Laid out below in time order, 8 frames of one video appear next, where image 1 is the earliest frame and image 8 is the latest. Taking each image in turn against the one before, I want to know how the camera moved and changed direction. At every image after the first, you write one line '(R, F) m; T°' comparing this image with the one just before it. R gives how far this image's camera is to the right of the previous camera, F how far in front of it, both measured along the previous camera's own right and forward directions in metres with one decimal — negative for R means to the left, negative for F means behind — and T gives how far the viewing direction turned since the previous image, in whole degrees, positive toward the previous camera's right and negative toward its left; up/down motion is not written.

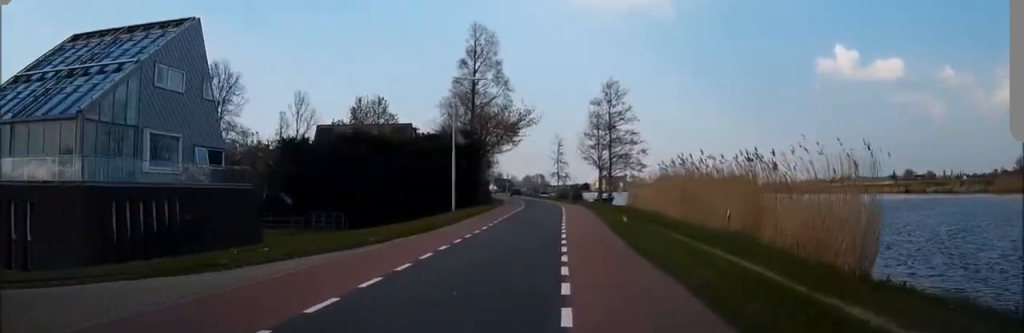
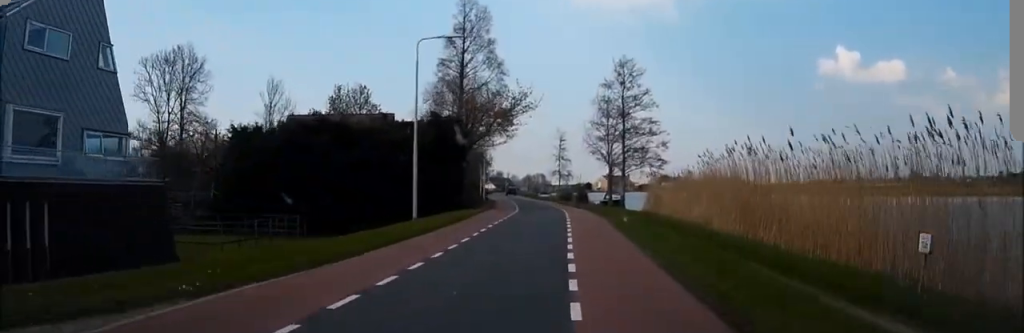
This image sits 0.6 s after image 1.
(0.0, +9.4) m; 0°
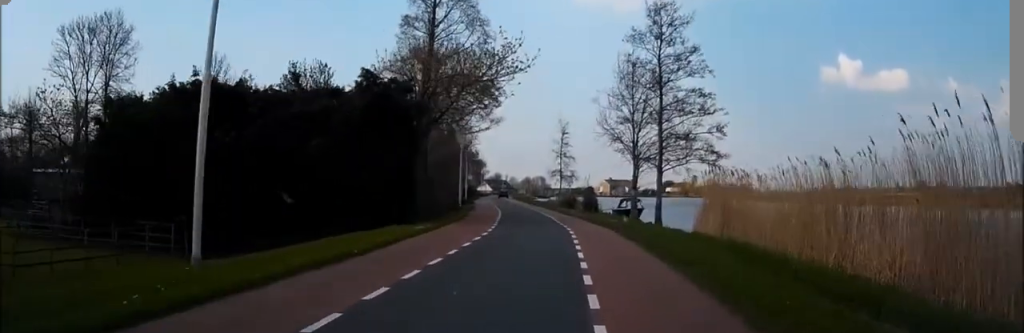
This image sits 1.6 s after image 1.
(-0.1, +15.0) m; 0°
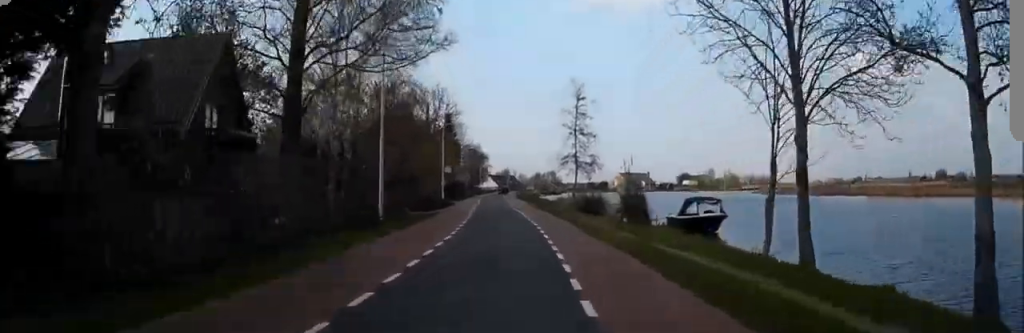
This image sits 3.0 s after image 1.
(-0.1, +21.3) m; -1°
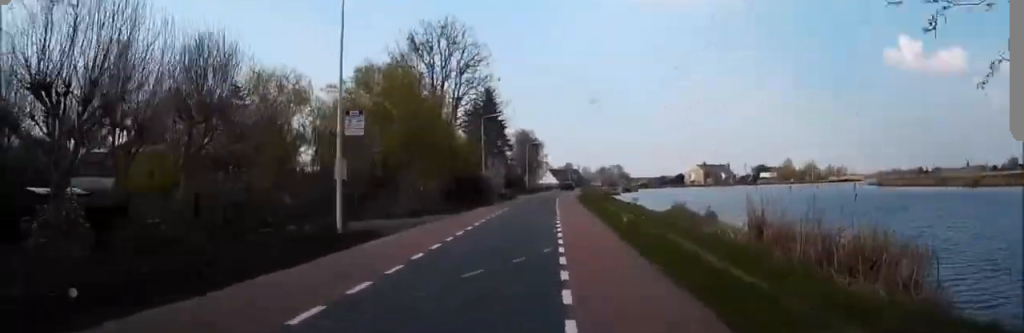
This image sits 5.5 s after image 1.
(-1.9, +38.2) m; -5°
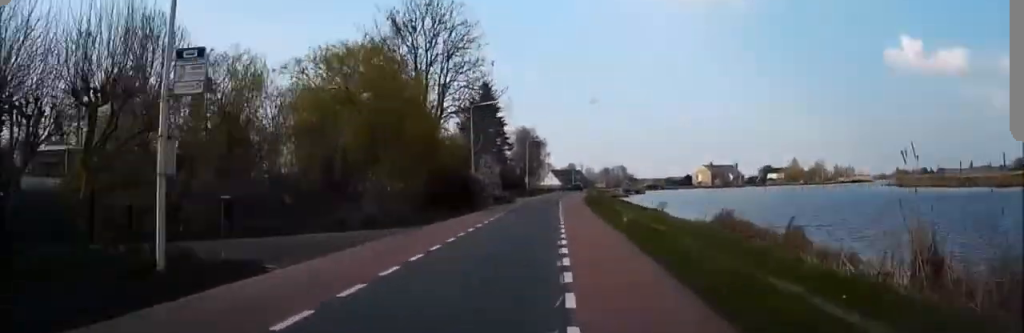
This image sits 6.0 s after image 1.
(0.0, +8.3) m; 0°
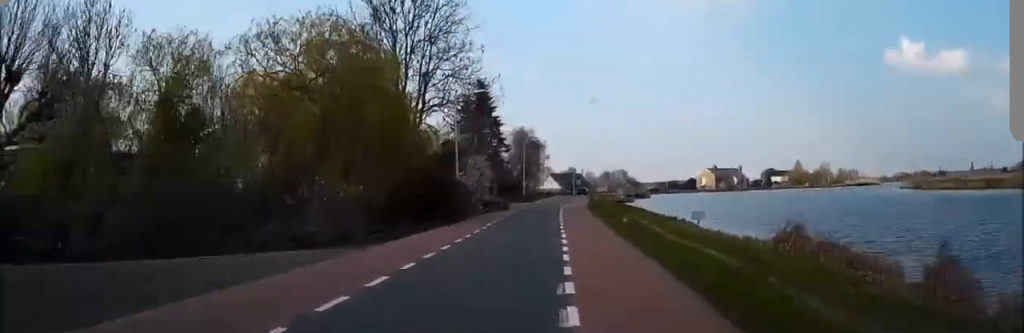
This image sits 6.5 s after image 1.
(0.0, +6.7) m; 0°
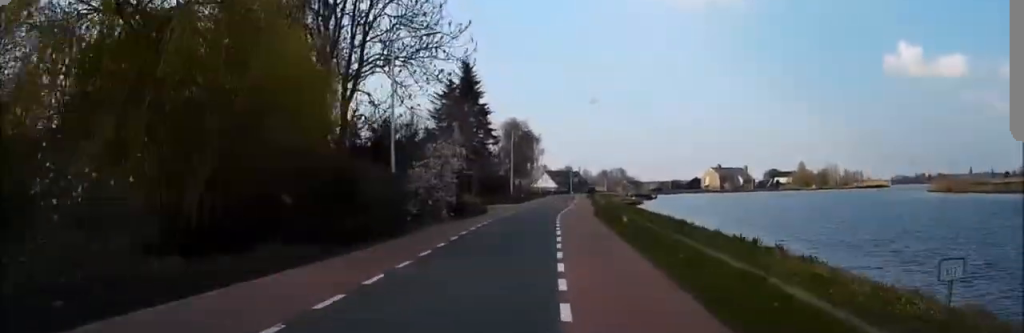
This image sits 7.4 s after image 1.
(0.0, +13.7) m; 0°
